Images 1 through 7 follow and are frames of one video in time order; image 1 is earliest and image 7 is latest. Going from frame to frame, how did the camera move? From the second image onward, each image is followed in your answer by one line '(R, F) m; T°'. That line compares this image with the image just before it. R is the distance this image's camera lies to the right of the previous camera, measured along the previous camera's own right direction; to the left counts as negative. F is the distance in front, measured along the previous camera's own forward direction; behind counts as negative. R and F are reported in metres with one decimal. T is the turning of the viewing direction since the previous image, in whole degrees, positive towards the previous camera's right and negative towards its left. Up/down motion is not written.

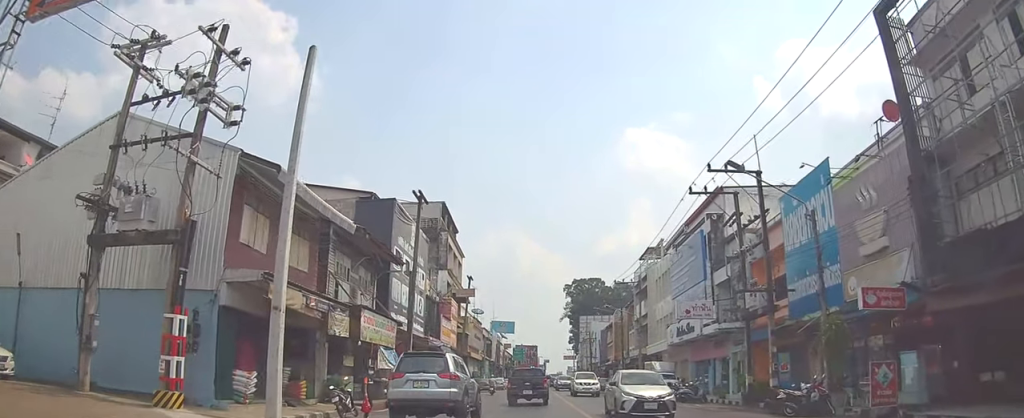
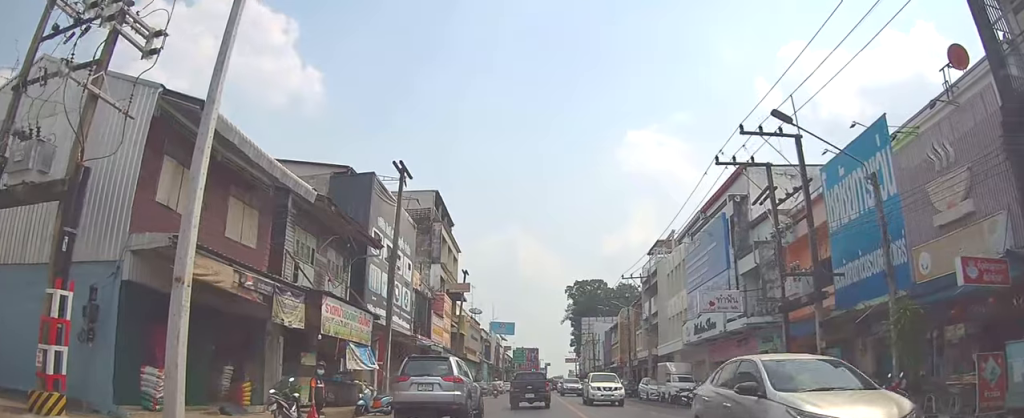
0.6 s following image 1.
(-0.4, +4.2) m; 0°
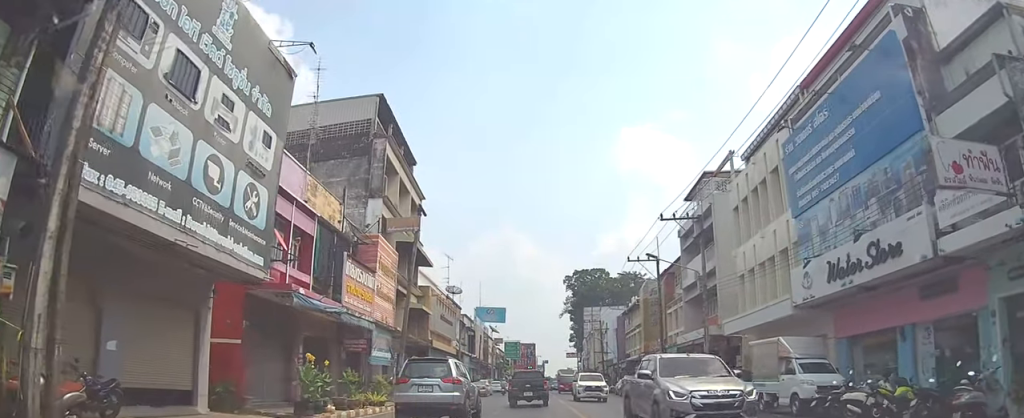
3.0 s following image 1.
(+0.3, +16.7) m; +2°
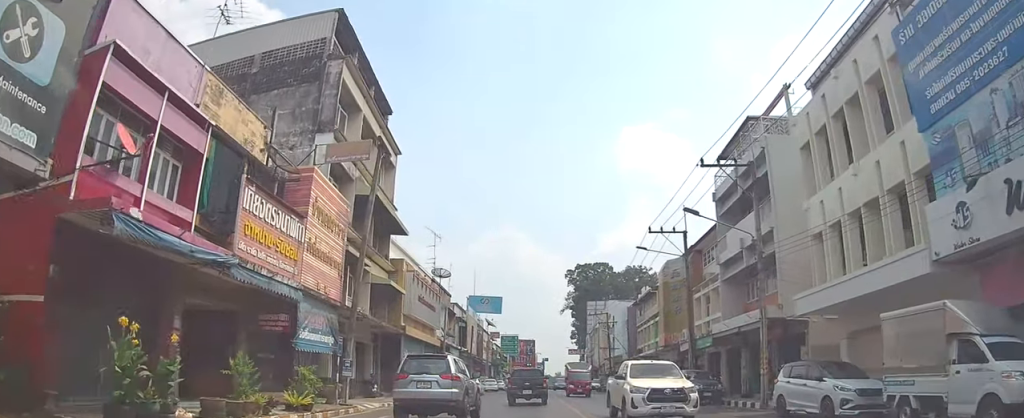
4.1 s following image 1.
(+0.5, +7.8) m; +3°
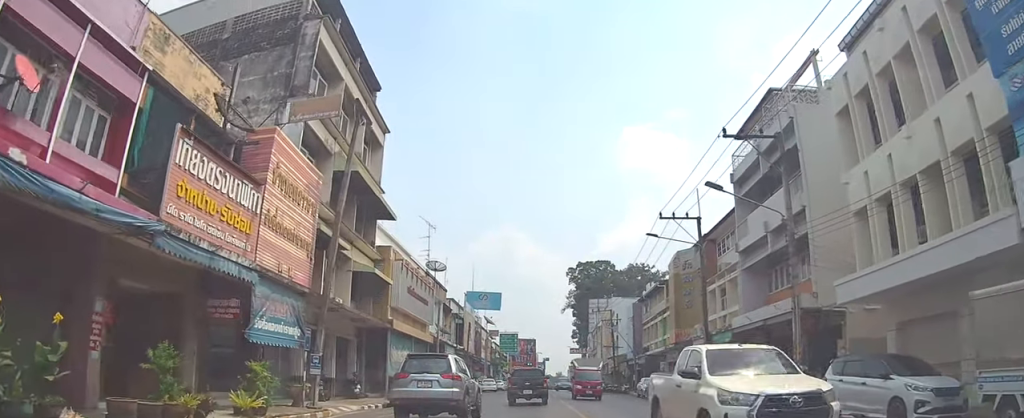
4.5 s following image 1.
(0.0, +3.1) m; -2°
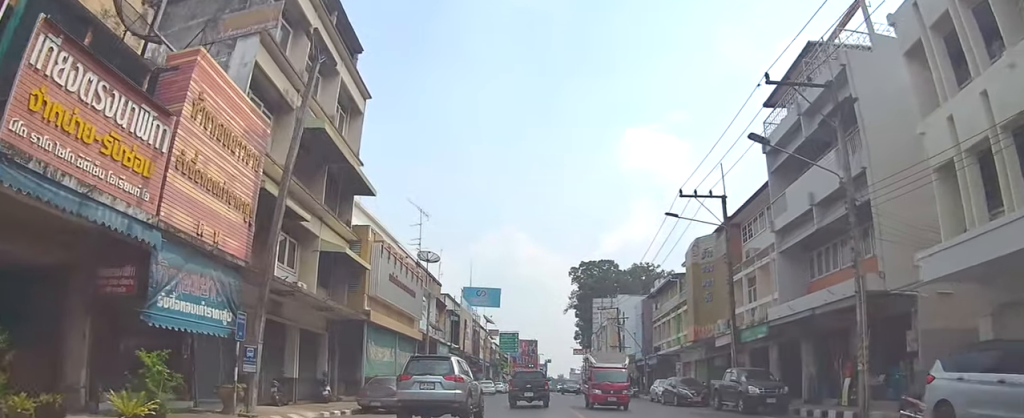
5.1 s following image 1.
(0.0, +4.5) m; -2°
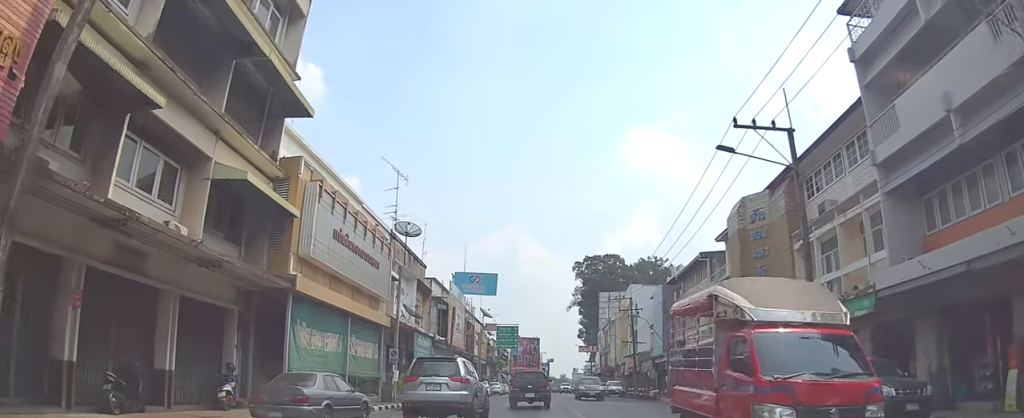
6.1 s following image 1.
(-0.3, +9.2) m; 0°
